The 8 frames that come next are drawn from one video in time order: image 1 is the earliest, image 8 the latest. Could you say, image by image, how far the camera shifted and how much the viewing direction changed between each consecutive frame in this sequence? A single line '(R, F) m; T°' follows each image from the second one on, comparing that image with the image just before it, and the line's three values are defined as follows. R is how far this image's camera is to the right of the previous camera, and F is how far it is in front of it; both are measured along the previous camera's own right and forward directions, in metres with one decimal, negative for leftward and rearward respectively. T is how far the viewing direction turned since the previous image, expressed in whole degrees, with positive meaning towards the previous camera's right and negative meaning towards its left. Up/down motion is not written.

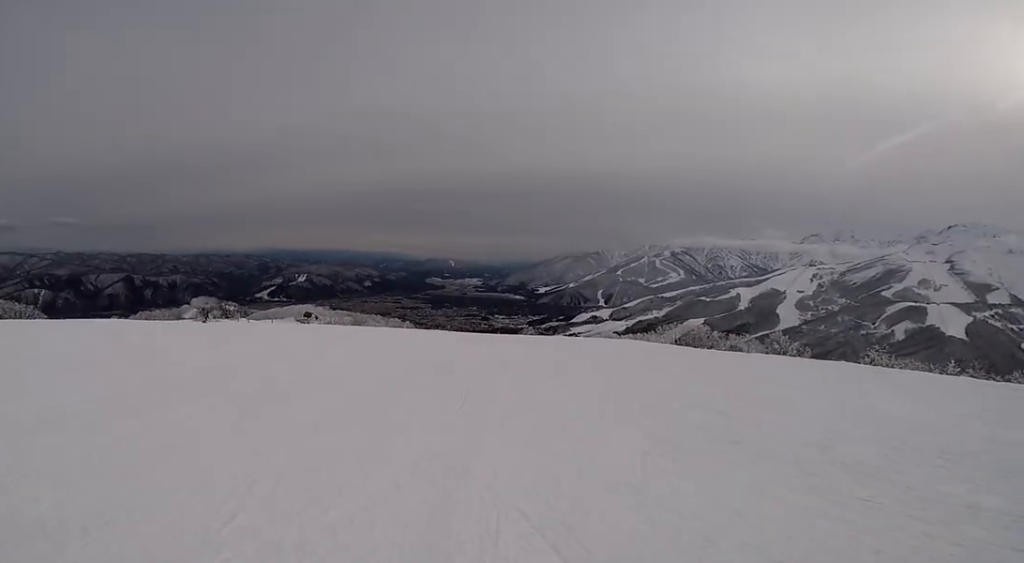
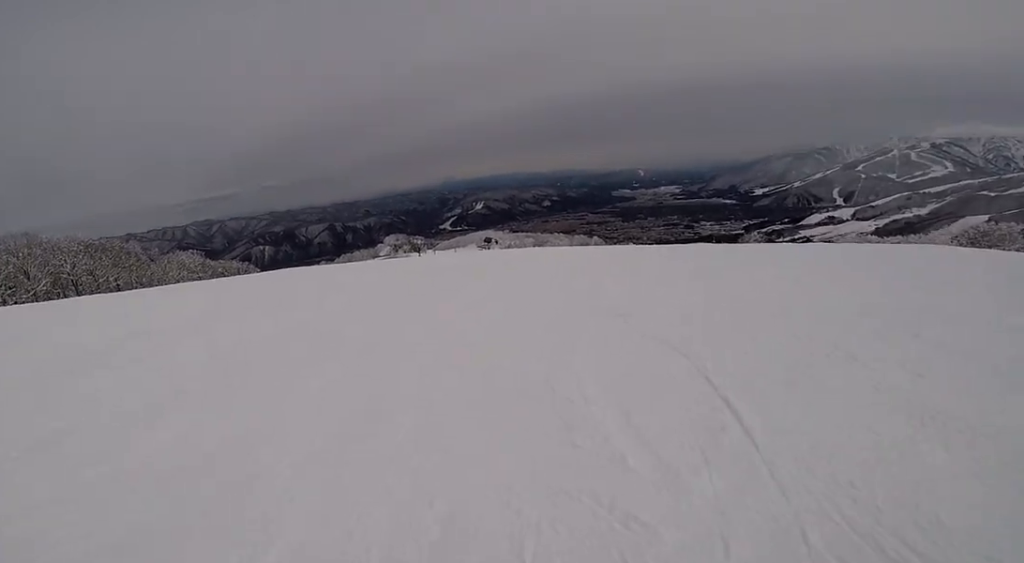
(-1.9, +5.8) m; -37°
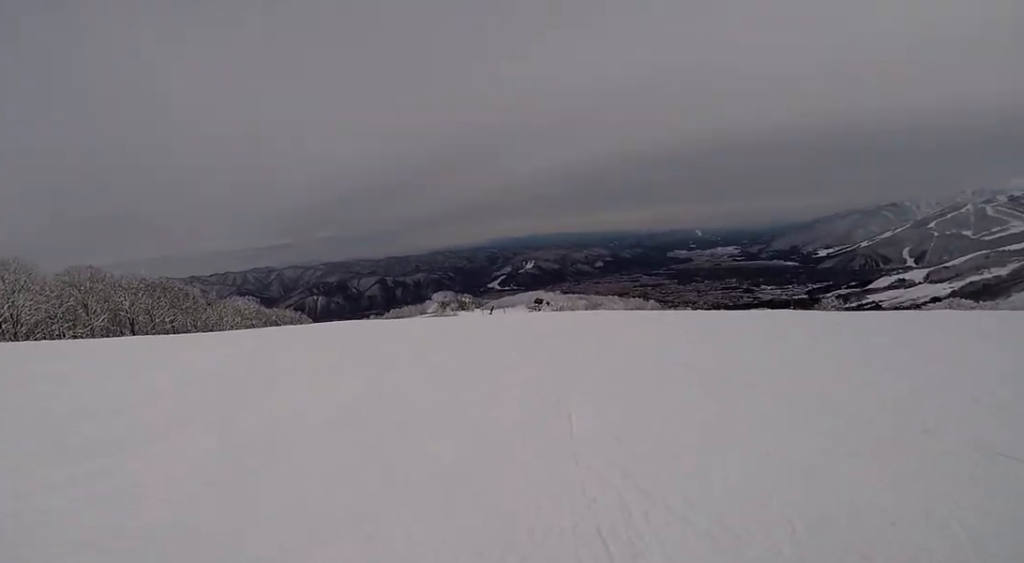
(-0.7, +3.9) m; -6°
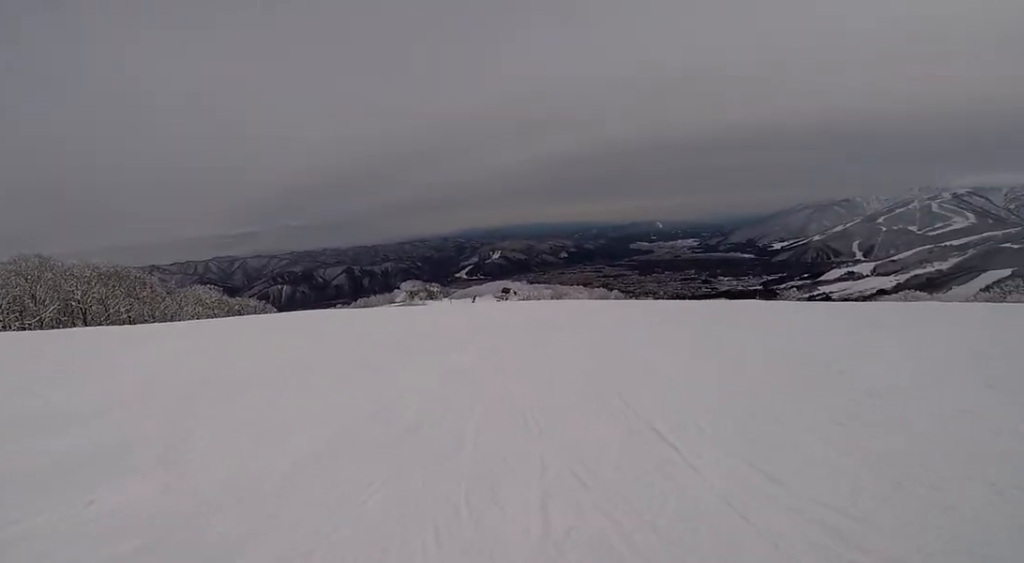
(+0.1, +2.0) m; +4°
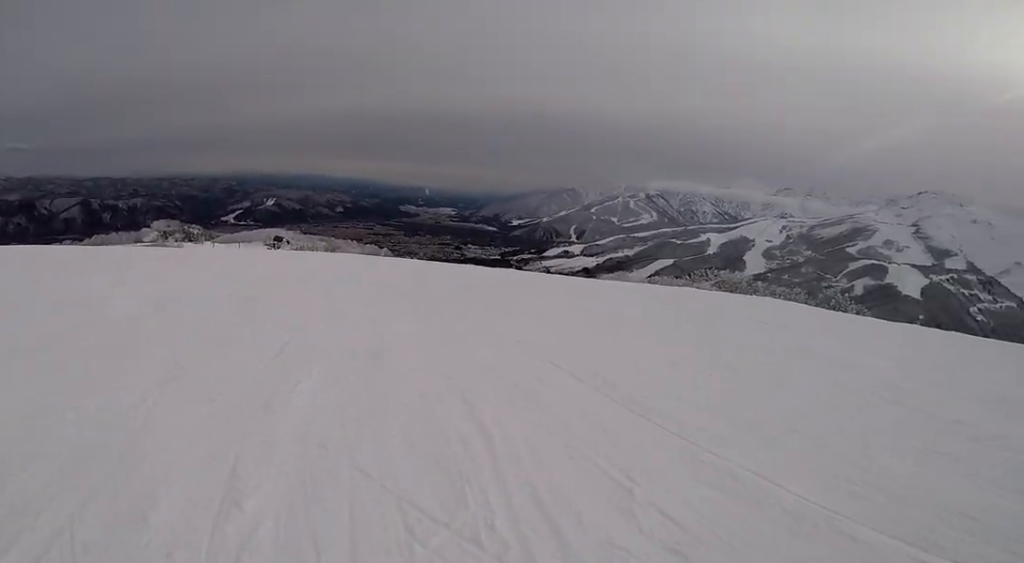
(+0.8, +5.5) m; +26°
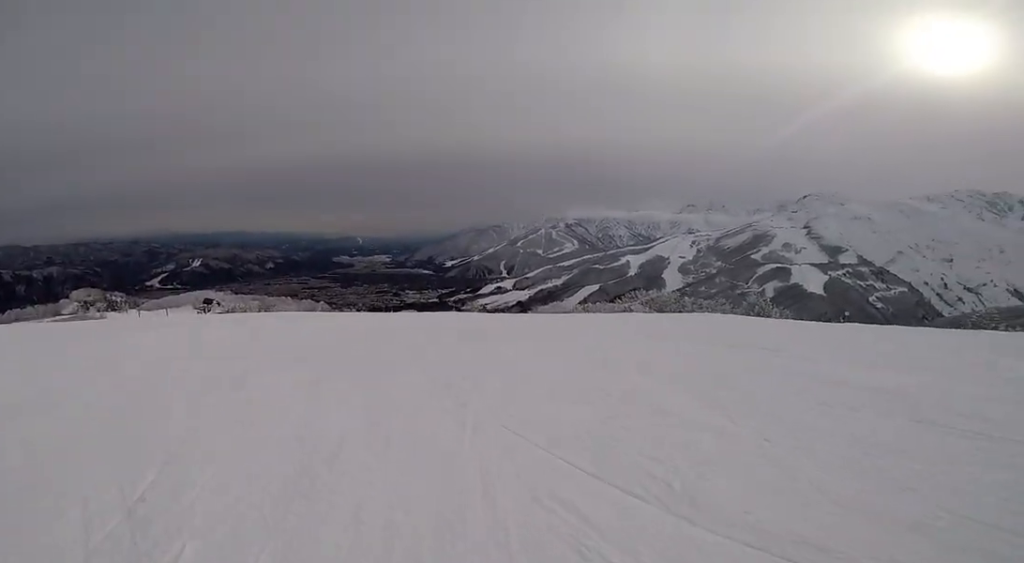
(+0.5, +2.0) m; +9°
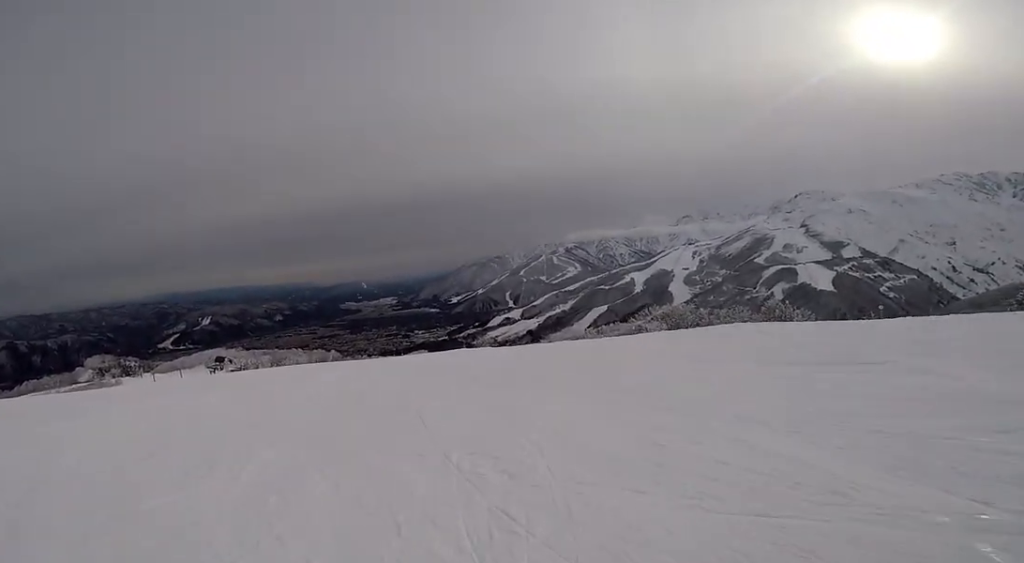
(+0.3, +2.3) m; +4°
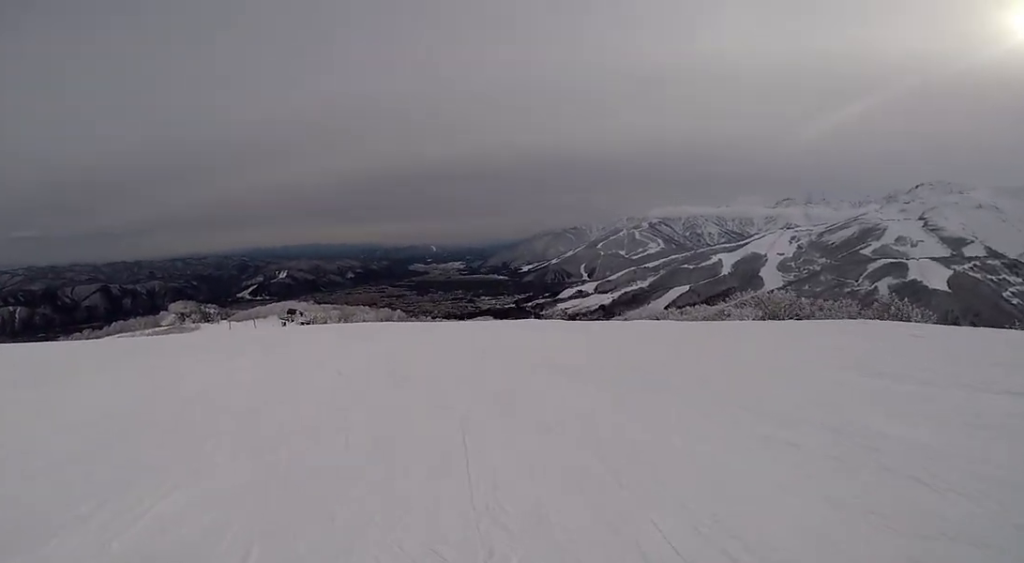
(+0.2, +3.1) m; -11°
